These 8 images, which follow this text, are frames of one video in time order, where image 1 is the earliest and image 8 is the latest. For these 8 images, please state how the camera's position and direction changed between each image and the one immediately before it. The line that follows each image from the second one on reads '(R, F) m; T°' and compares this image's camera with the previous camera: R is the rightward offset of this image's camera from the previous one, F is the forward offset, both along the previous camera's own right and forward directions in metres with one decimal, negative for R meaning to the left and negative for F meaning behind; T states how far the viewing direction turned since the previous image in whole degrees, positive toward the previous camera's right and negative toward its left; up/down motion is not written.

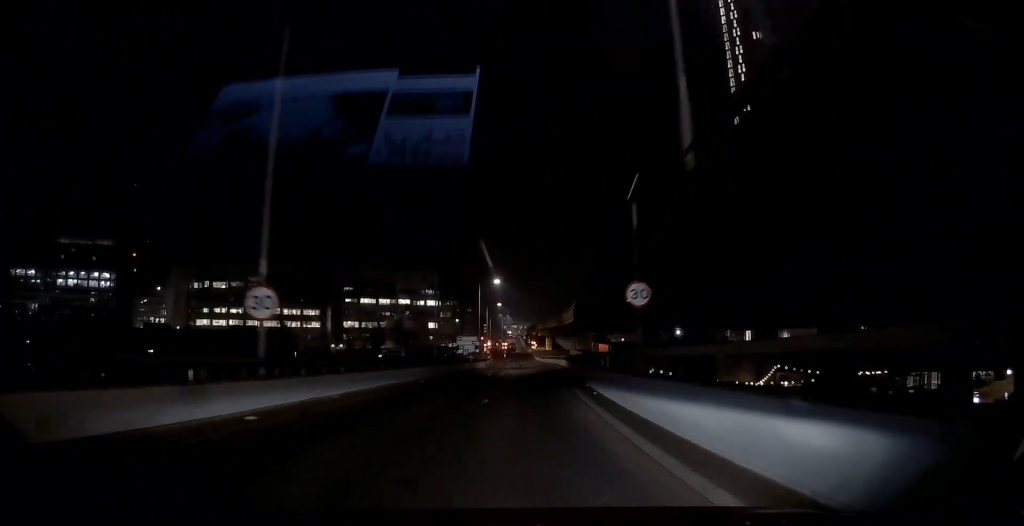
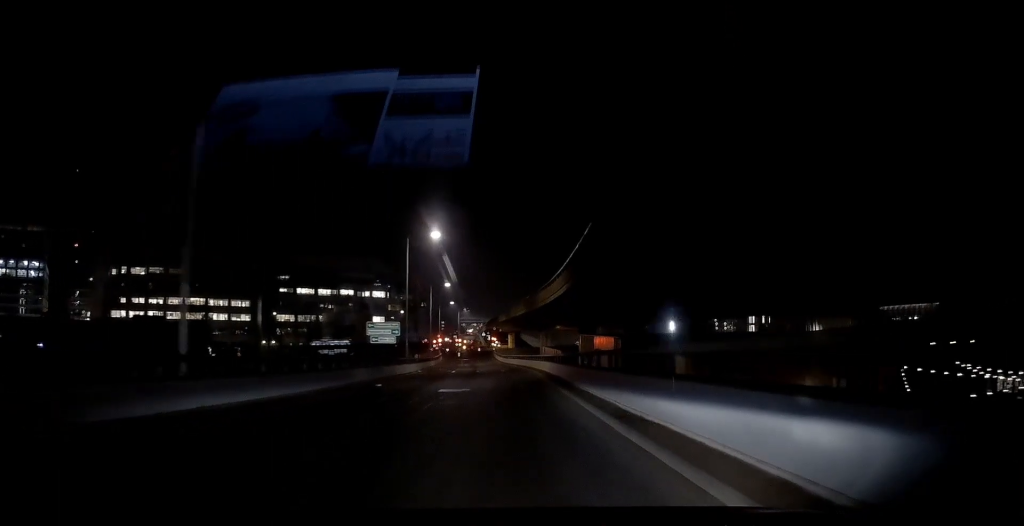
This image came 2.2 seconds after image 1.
(+0.1, +29.7) m; +3°
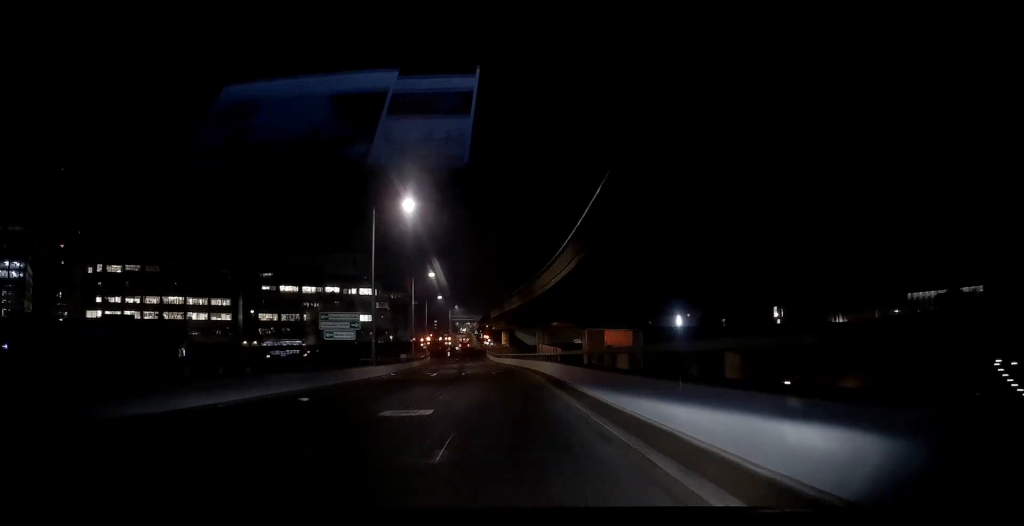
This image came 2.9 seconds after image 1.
(+0.2, +9.9) m; +1°
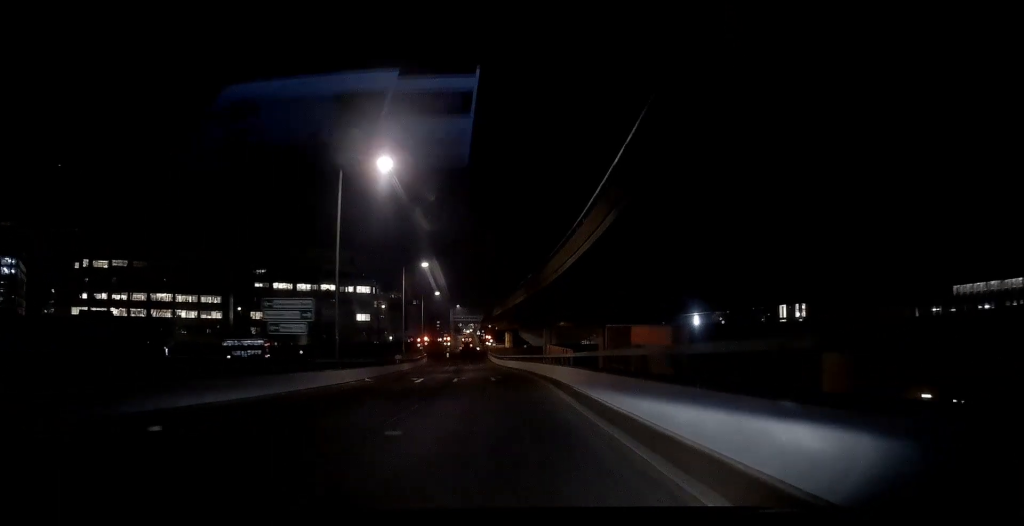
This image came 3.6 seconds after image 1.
(+0.3, +8.9) m; 0°
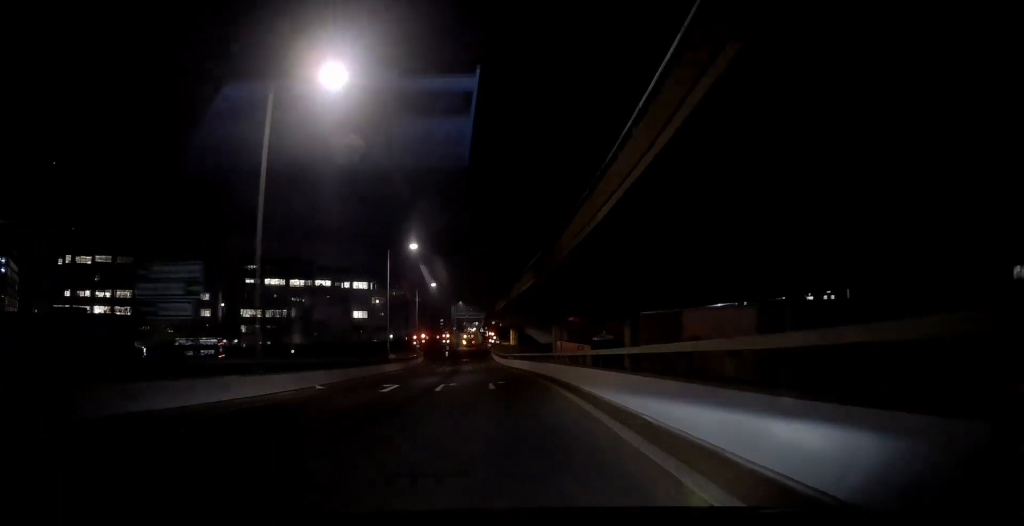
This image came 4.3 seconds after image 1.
(-0.3, +10.2) m; 0°
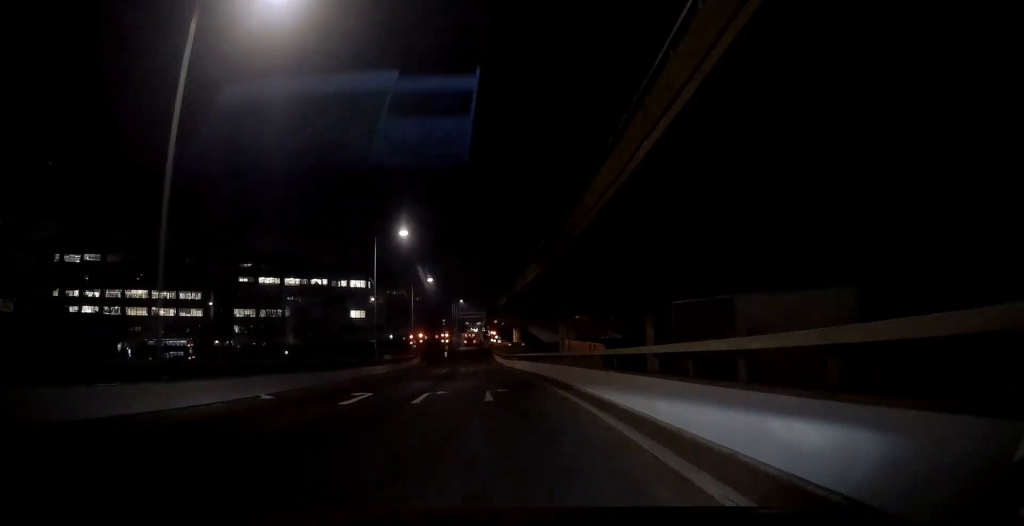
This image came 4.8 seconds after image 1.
(0.0, +6.2) m; 0°
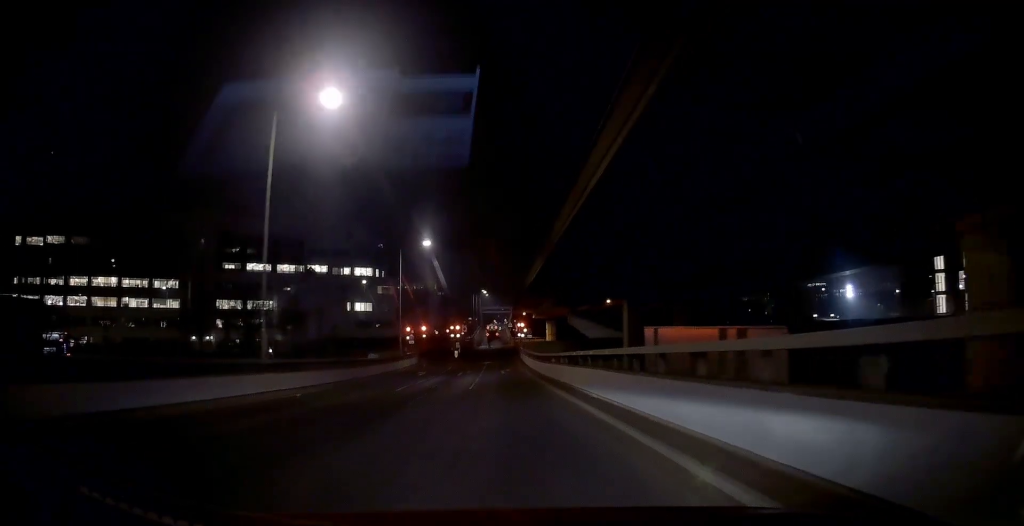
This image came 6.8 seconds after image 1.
(-0.3, +26.6) m; -2°
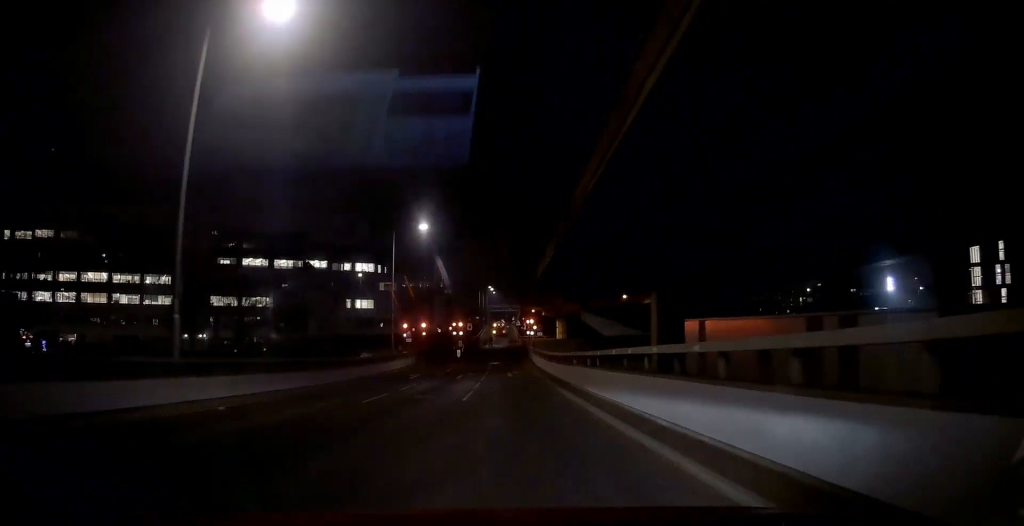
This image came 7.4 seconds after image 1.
(0.0, +7.2) m; 0°
